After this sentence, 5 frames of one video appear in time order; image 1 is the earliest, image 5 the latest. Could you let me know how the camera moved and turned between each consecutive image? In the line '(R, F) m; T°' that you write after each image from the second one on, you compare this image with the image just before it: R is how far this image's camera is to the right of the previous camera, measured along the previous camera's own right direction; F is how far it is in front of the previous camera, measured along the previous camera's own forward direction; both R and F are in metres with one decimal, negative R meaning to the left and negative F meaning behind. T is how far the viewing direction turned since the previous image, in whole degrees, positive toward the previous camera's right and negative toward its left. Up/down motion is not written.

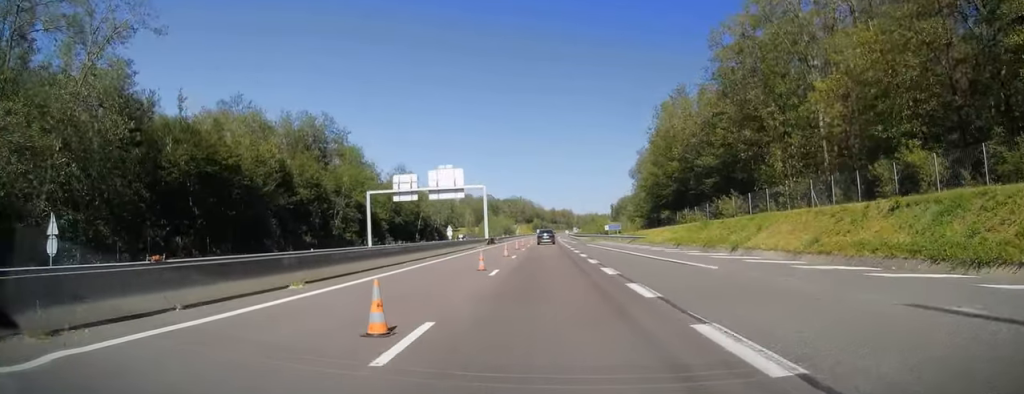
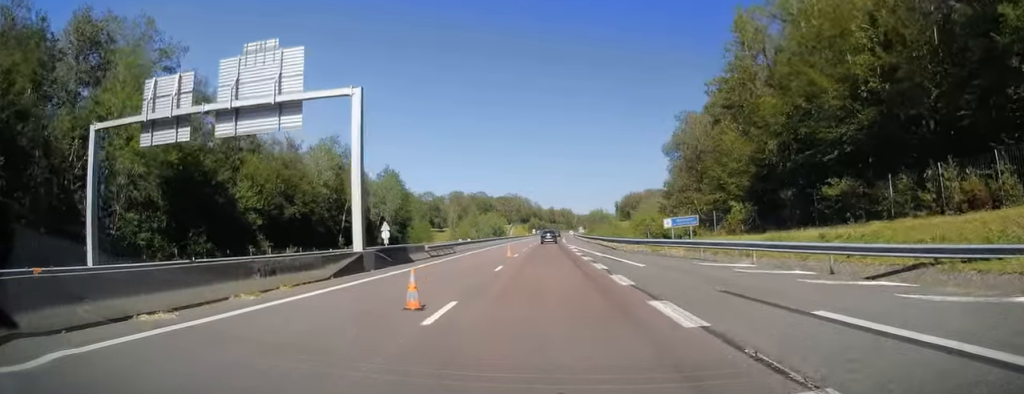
(-0.6, +49.1) m; 0°
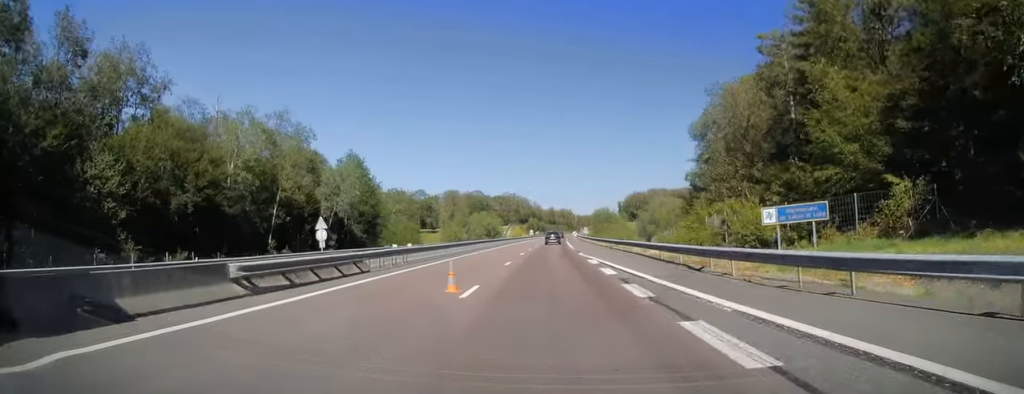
(+0.3, +22.1) m; +1°
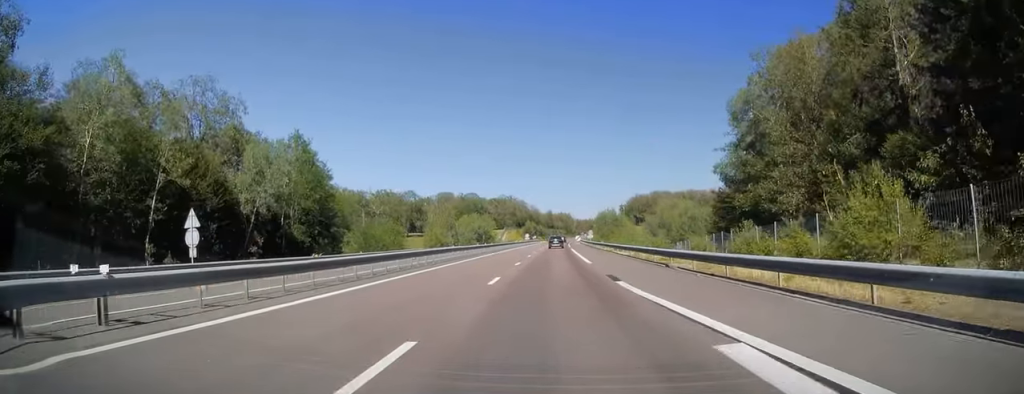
(0.0, +21.3) m; 0°
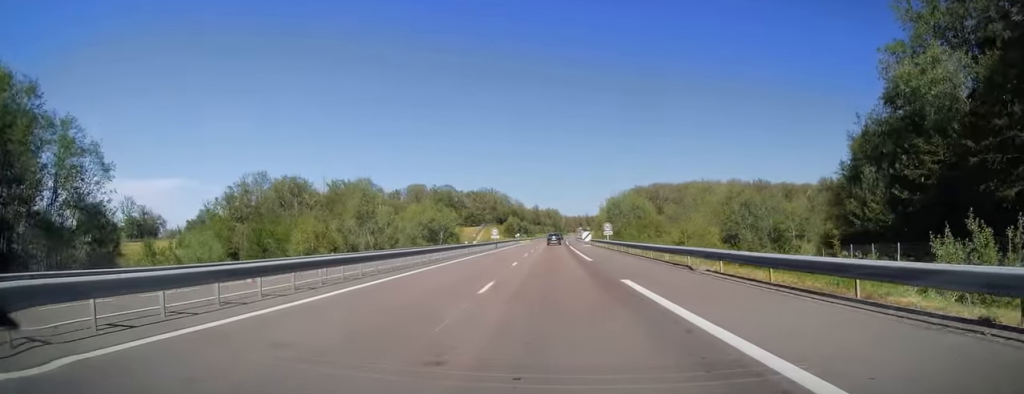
(+0.9, +56.0) m; +2°
